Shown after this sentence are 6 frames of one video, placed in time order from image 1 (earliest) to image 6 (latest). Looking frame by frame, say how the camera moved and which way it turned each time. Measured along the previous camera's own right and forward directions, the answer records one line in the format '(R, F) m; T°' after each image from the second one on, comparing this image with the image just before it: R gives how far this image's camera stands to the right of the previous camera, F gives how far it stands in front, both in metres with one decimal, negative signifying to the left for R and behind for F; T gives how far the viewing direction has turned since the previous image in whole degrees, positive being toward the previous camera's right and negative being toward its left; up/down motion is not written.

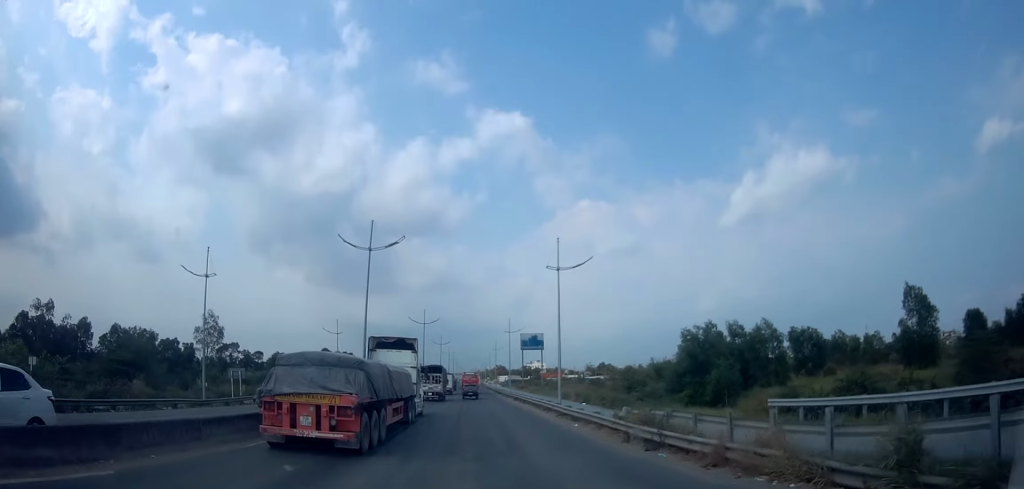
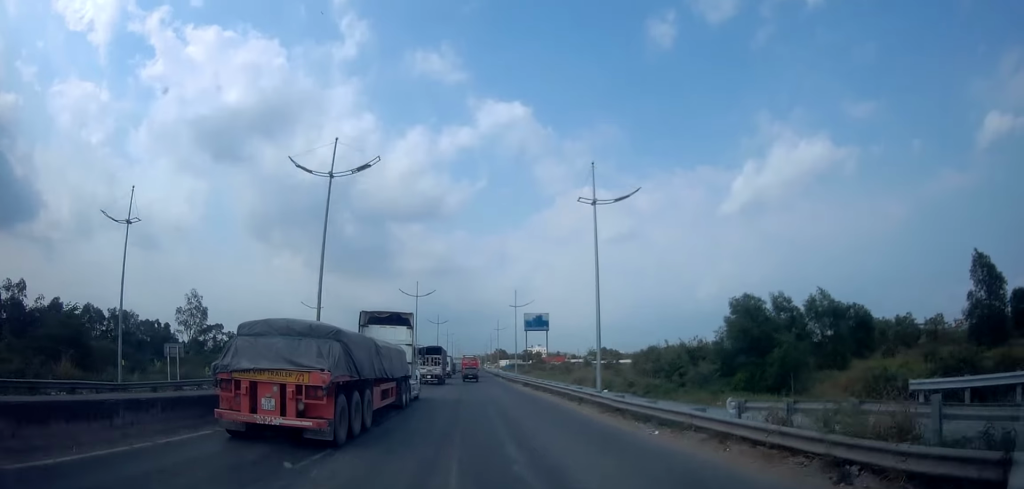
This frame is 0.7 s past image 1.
(+0.7, +8.8) m; 0°
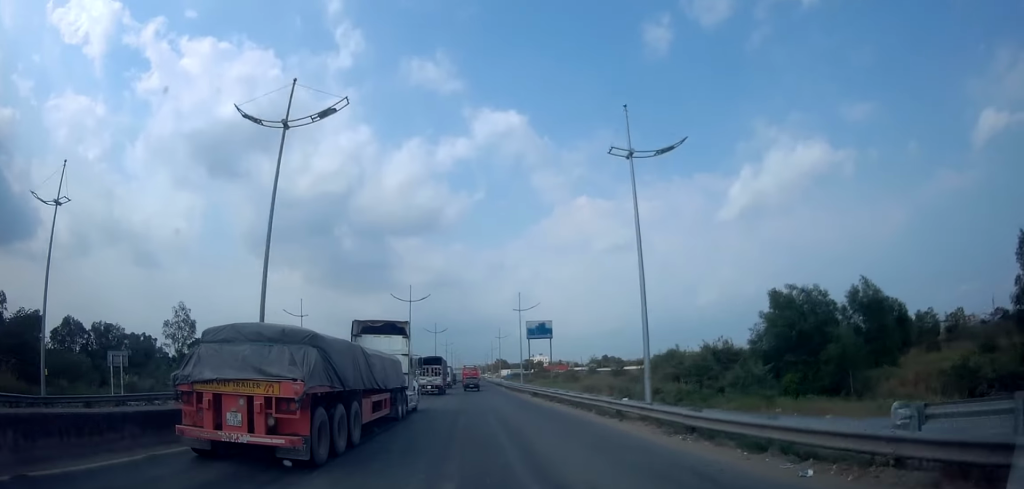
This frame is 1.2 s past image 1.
(-0.2, +5.8) m; 0°
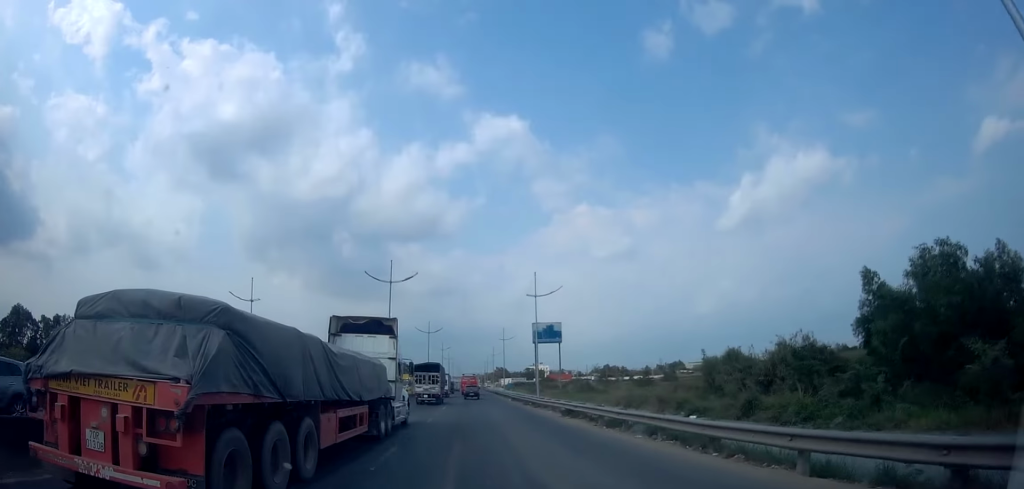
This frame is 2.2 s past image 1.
(-0.3, +12.9) m; -1°
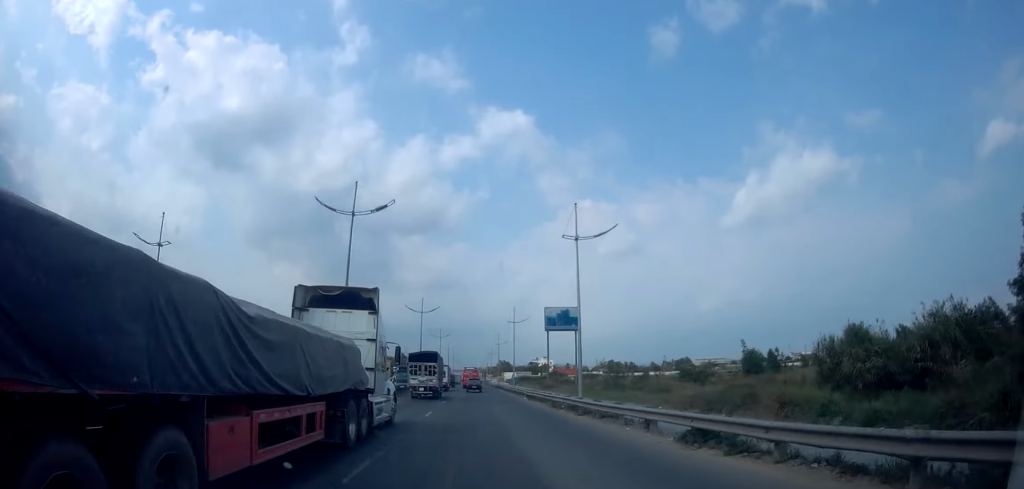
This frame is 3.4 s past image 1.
(0.0, +14.7) m; -1°
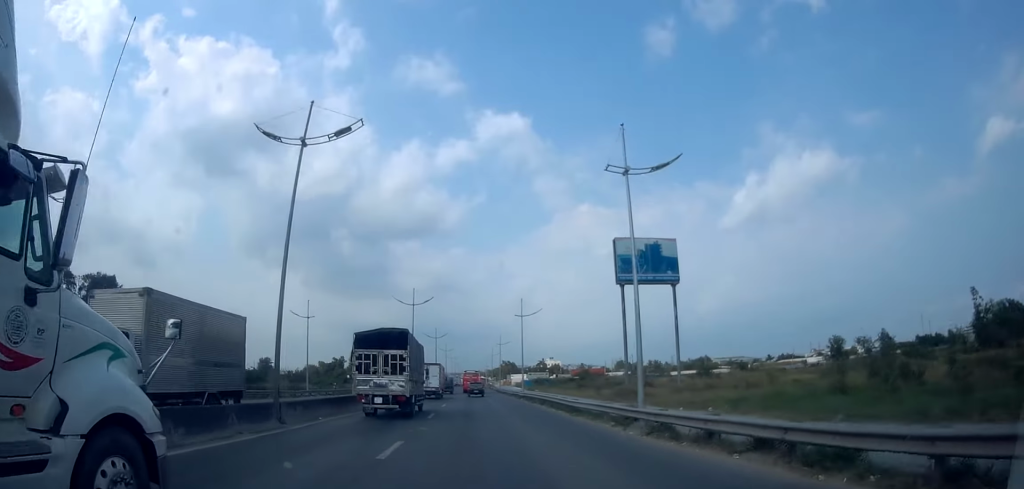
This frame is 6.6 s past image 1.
(+1.7, +45.5) m; +3°
